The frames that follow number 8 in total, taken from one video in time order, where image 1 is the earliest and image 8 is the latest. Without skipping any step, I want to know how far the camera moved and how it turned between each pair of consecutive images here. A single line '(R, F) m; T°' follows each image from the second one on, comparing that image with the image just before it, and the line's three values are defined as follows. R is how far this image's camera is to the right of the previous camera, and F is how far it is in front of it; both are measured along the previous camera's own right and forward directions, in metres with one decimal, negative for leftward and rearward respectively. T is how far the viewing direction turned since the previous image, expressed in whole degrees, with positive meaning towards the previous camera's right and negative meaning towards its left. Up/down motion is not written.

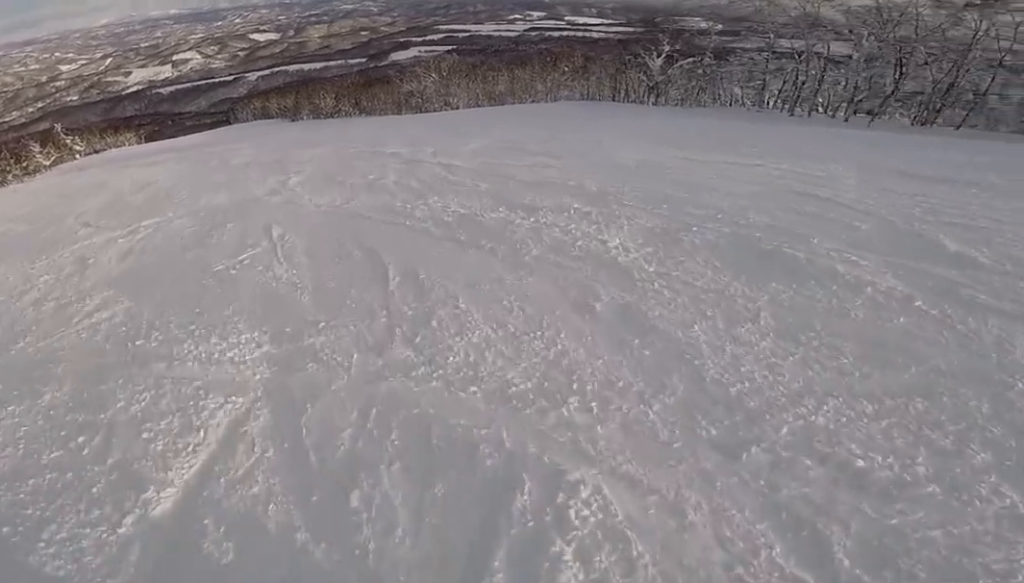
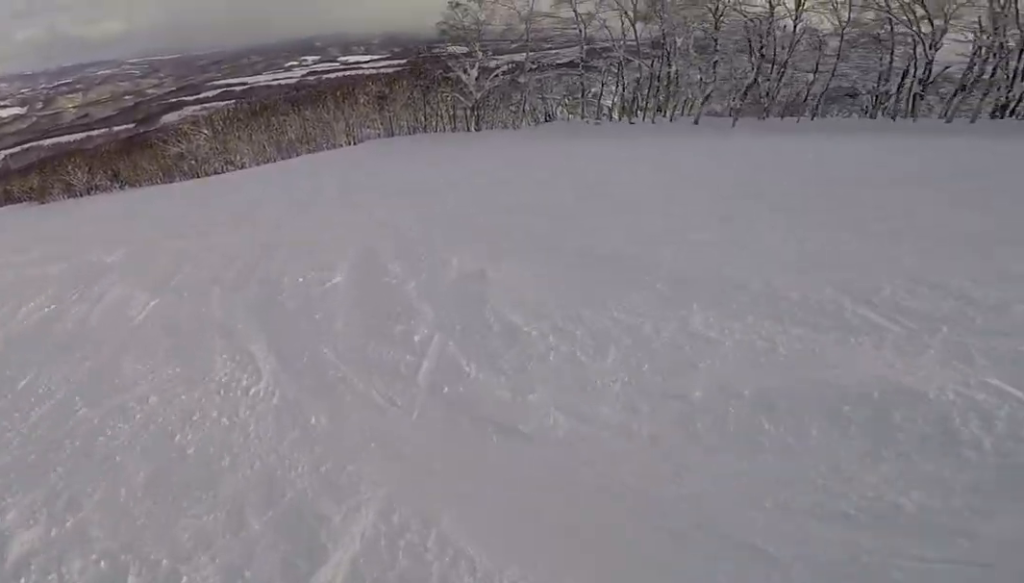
(+2.3, +11.9) m; +19°
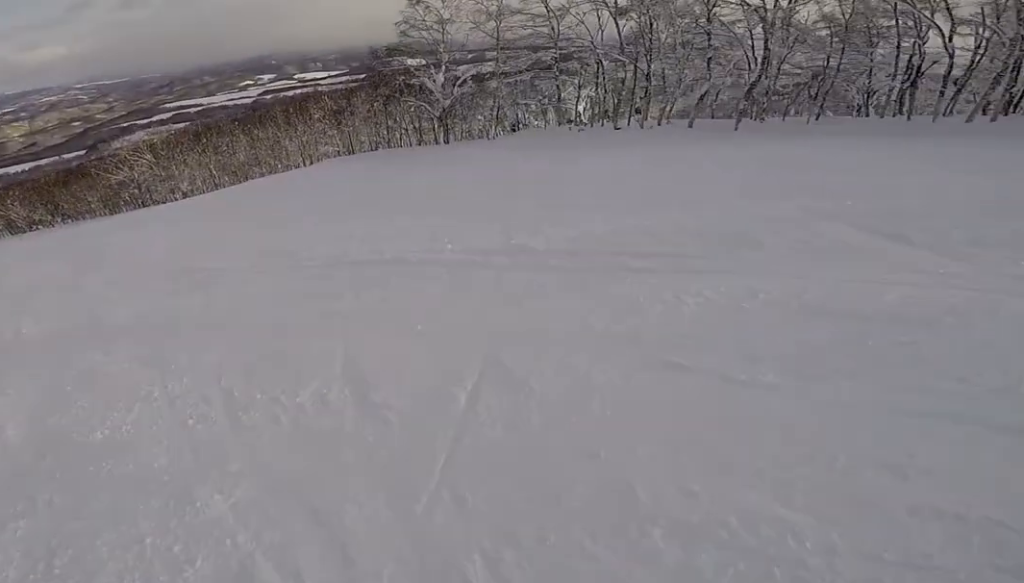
(+0.9, +4.3) m; +4°
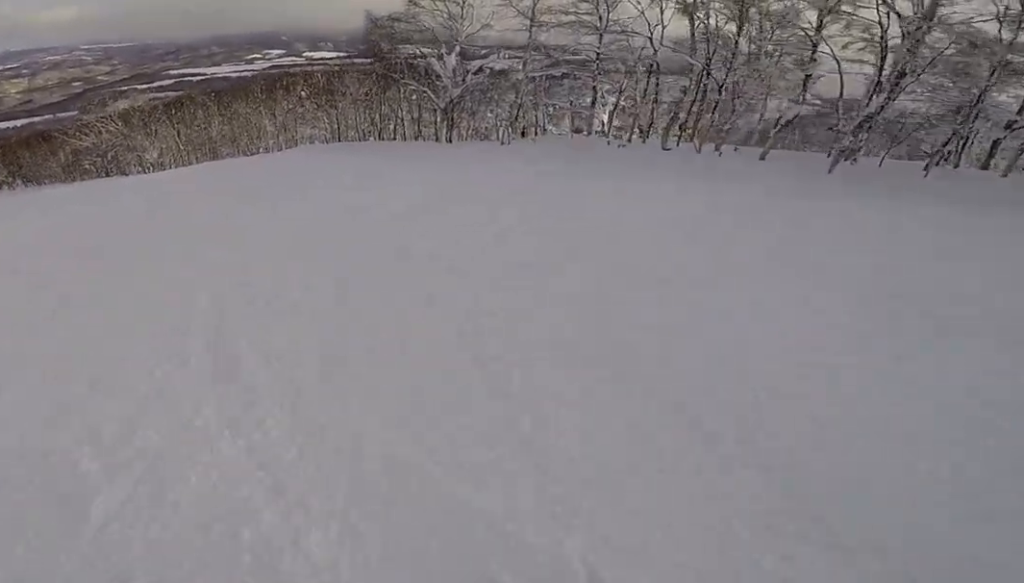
(-0.6, +5.9) m; -9°
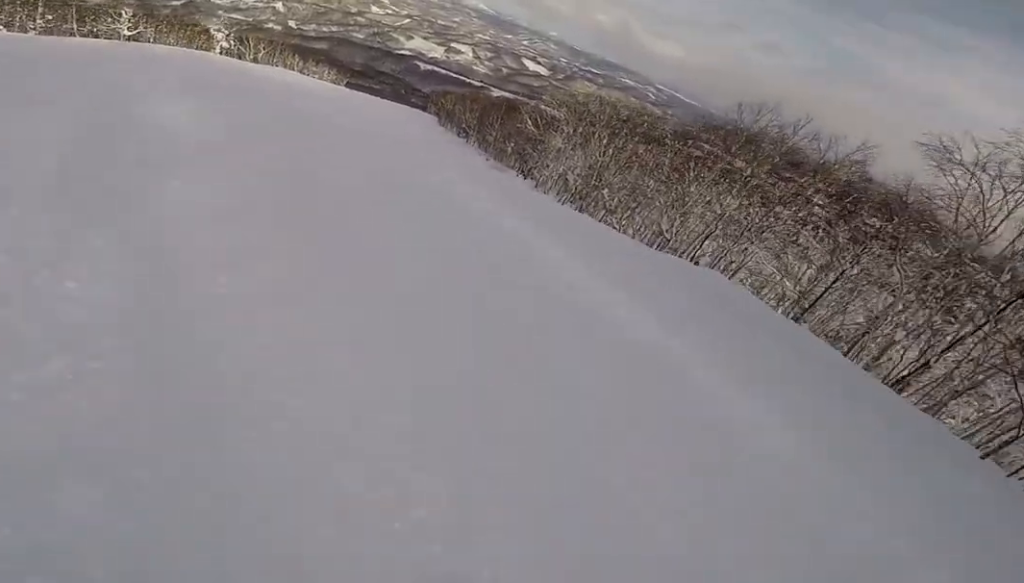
(-4.2, +14.9) m; -36°
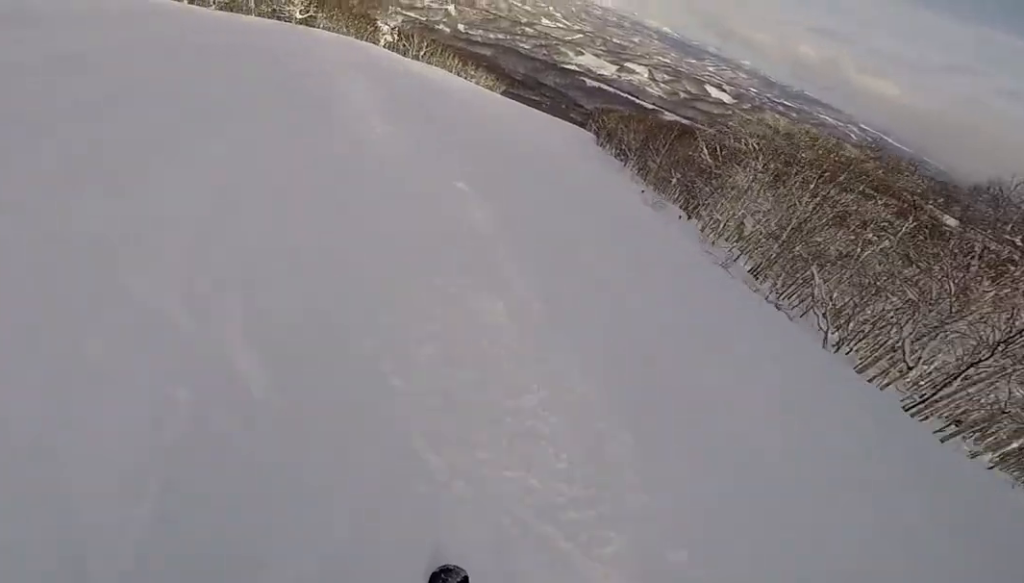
(-0.8, +5.5) m; -14°
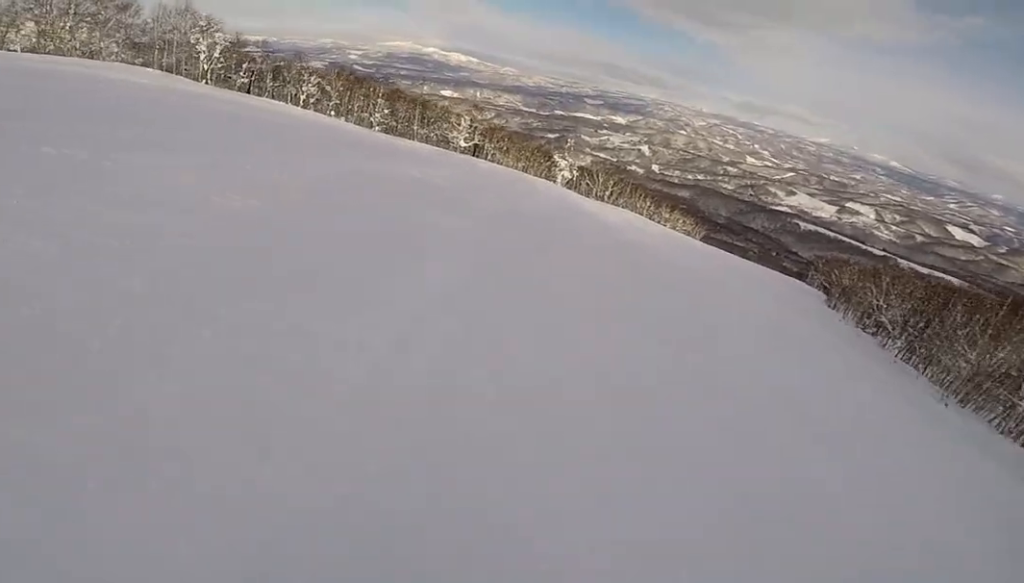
(-3.2, +12.4) m; -26°
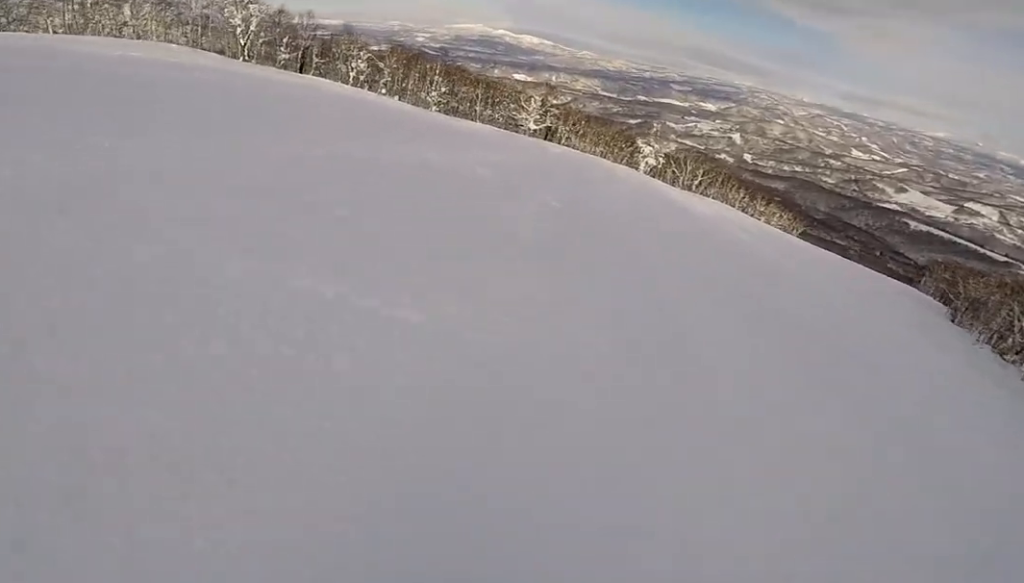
(-0.4, +4.8) m; -8°
